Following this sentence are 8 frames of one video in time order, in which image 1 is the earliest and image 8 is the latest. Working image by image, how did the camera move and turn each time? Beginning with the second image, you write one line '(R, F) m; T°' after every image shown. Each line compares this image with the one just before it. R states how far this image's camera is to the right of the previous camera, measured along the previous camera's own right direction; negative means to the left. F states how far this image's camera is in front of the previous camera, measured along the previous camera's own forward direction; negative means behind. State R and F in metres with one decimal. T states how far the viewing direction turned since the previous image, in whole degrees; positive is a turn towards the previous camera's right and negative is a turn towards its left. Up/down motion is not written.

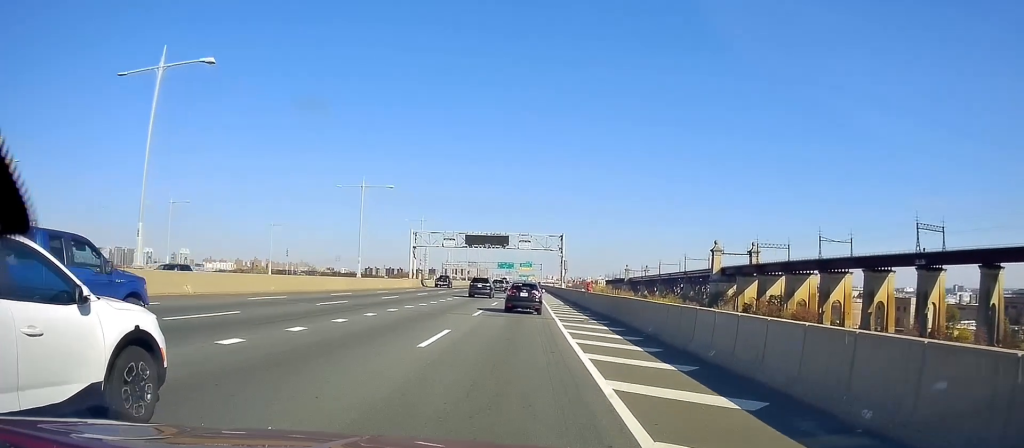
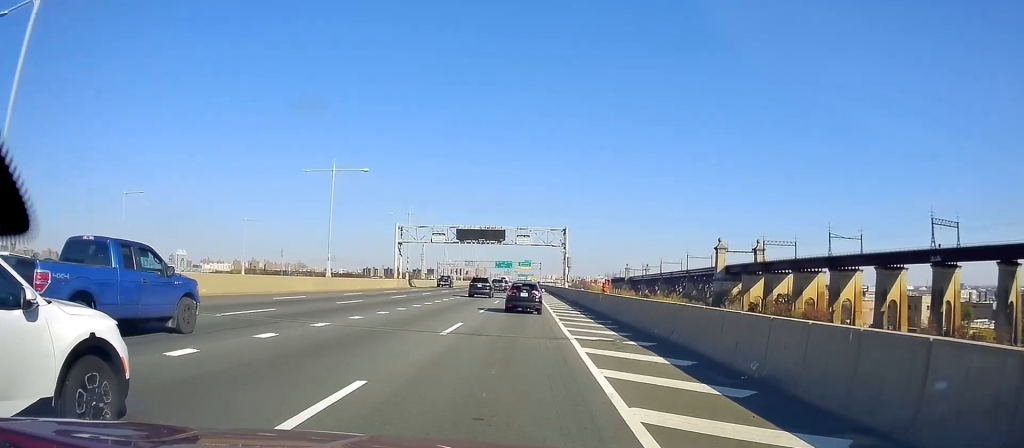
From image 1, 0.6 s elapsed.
(+0.4, +9.3) m; 0°
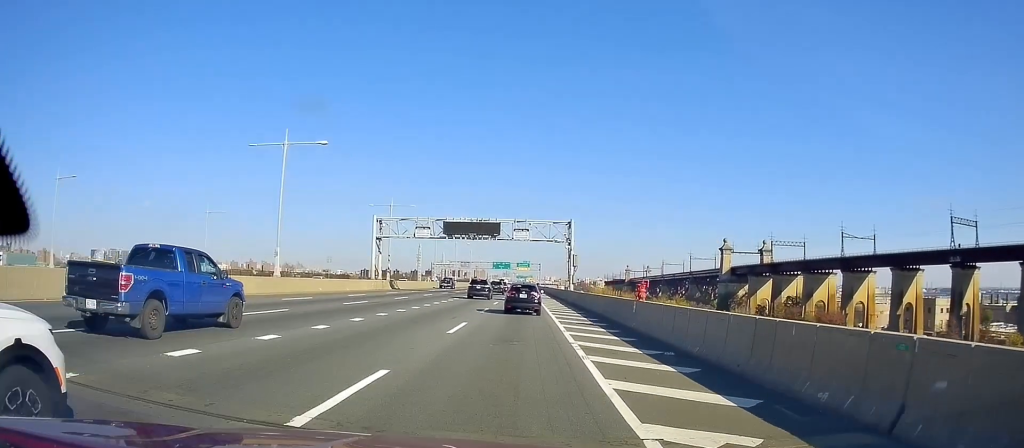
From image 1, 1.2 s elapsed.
(-0.1, +10.9) m; -1°
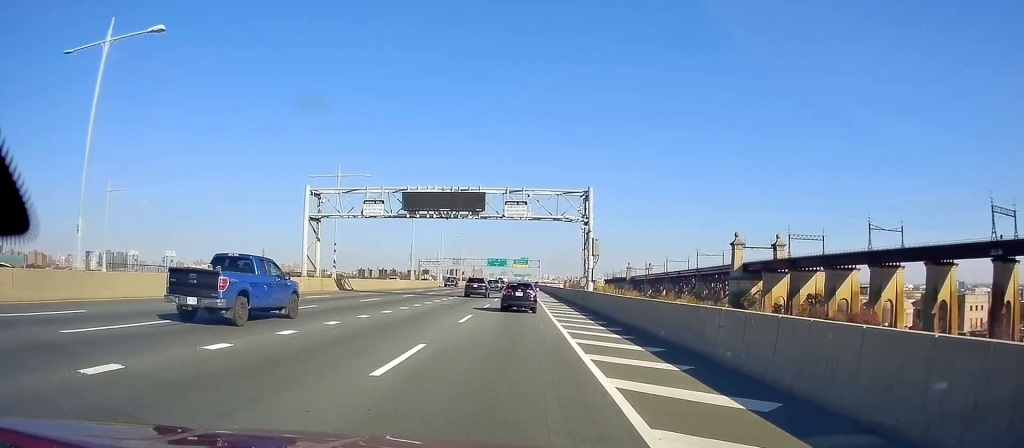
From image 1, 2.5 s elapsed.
(-0.5, +20.2) m; 0°
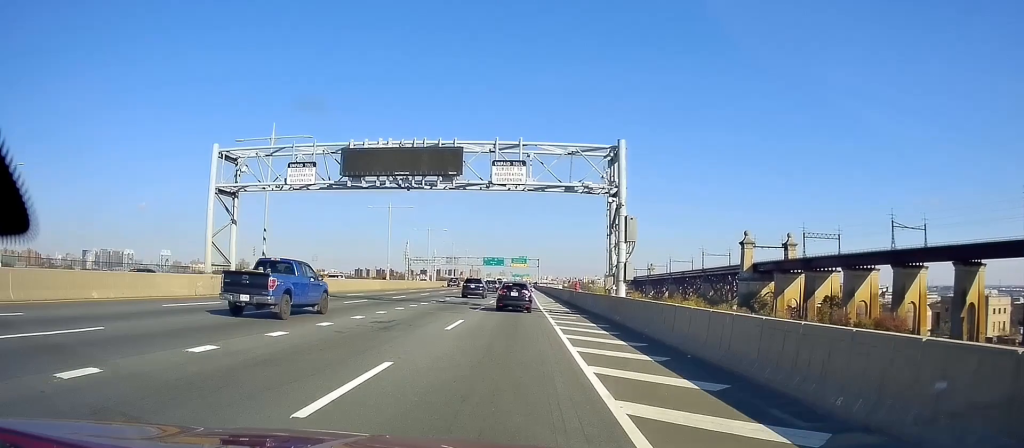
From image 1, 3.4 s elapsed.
(+0.2, +14.9) m; +1°
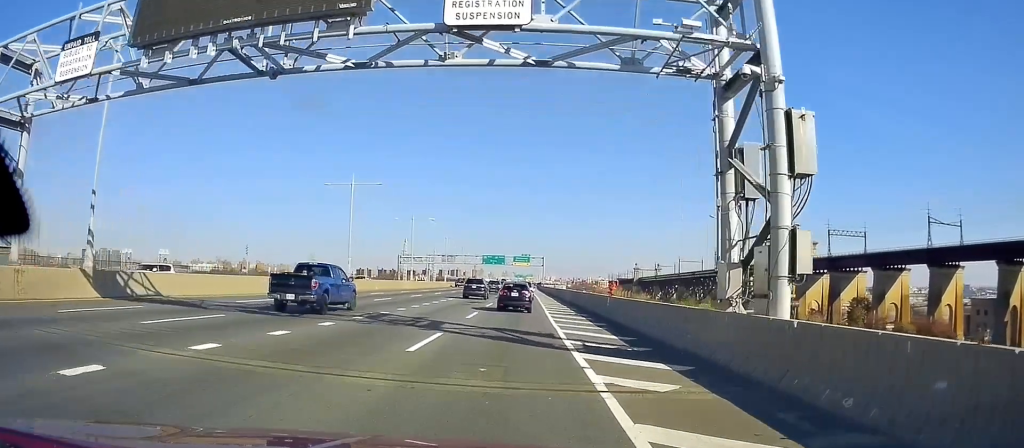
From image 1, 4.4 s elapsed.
(+0.2, +17.9) m; 0°
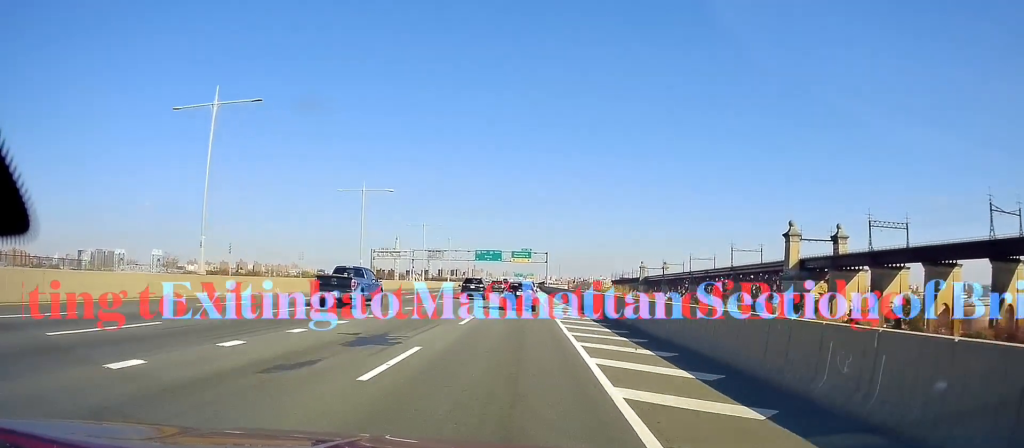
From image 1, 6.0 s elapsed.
(-0.3, +27.6) m; 0°
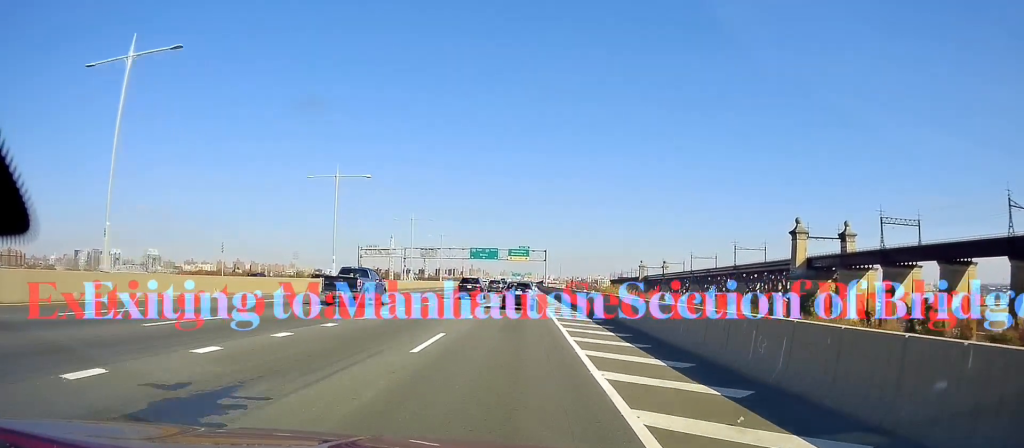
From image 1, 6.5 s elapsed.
(+0.1, +8.3) m; +1°
